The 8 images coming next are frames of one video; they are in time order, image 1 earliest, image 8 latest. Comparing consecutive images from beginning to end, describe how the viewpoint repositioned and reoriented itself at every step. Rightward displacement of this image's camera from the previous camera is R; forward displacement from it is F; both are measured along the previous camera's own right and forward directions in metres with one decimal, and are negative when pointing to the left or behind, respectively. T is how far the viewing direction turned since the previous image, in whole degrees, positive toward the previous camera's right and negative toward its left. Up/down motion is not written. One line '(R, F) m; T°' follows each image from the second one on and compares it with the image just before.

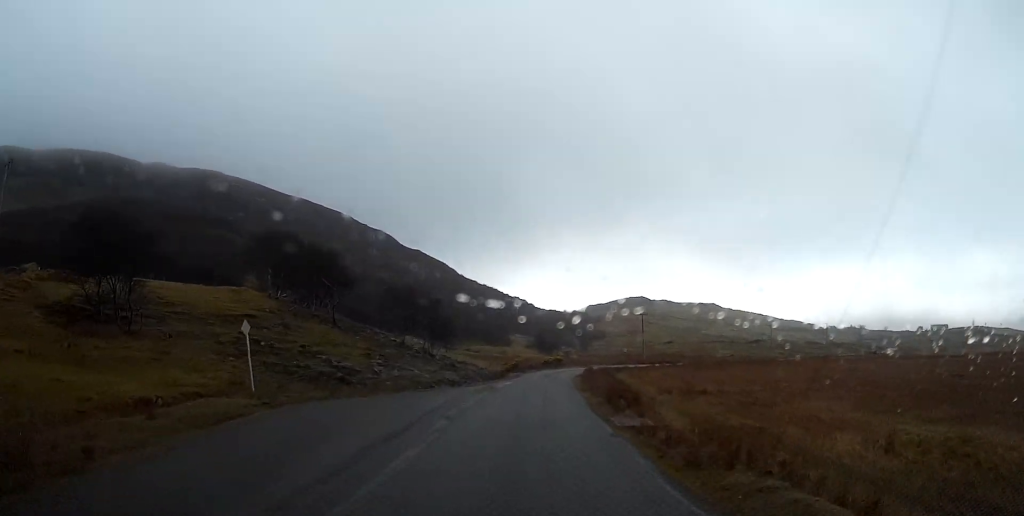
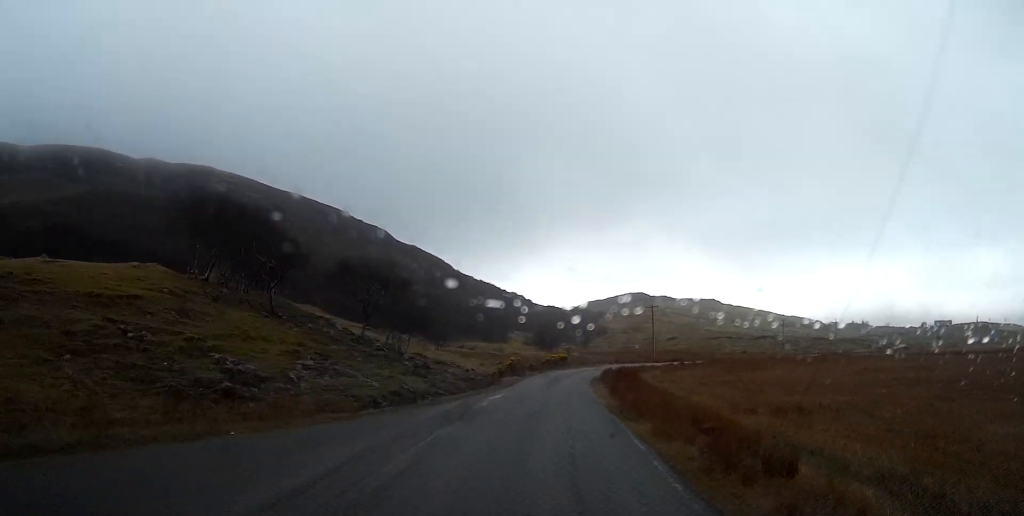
(-0.2, +12.3) m; 0°
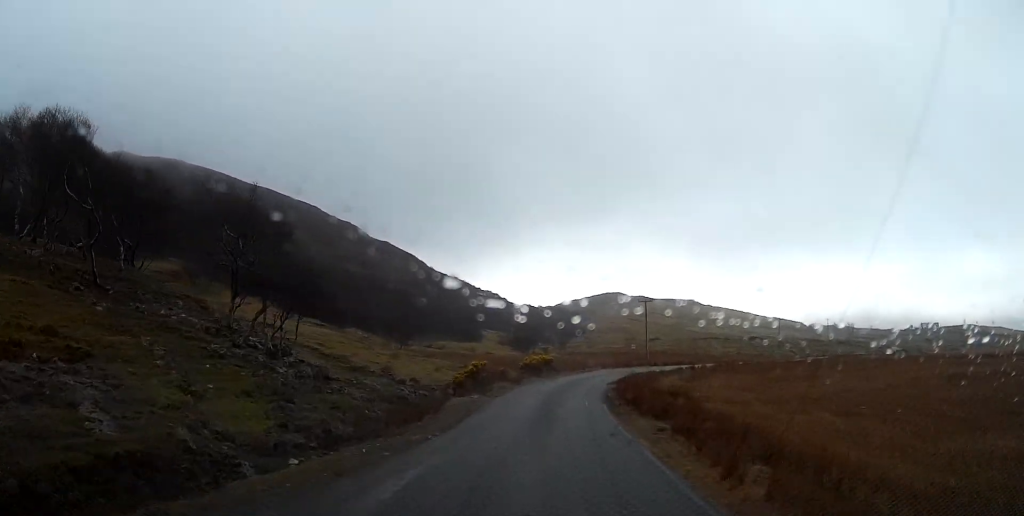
(+0.2, +15.2) m; +2°
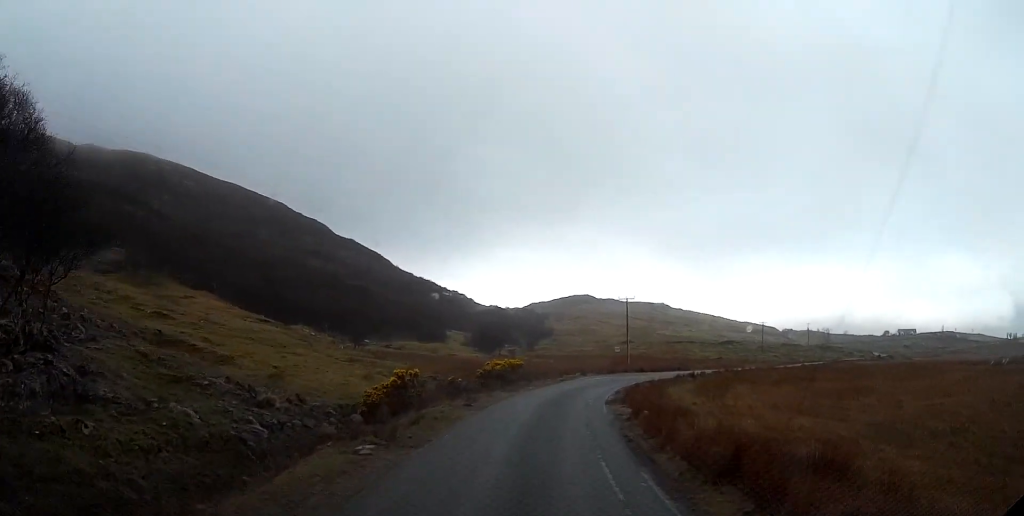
(+0.1, +11.4) m; +2°
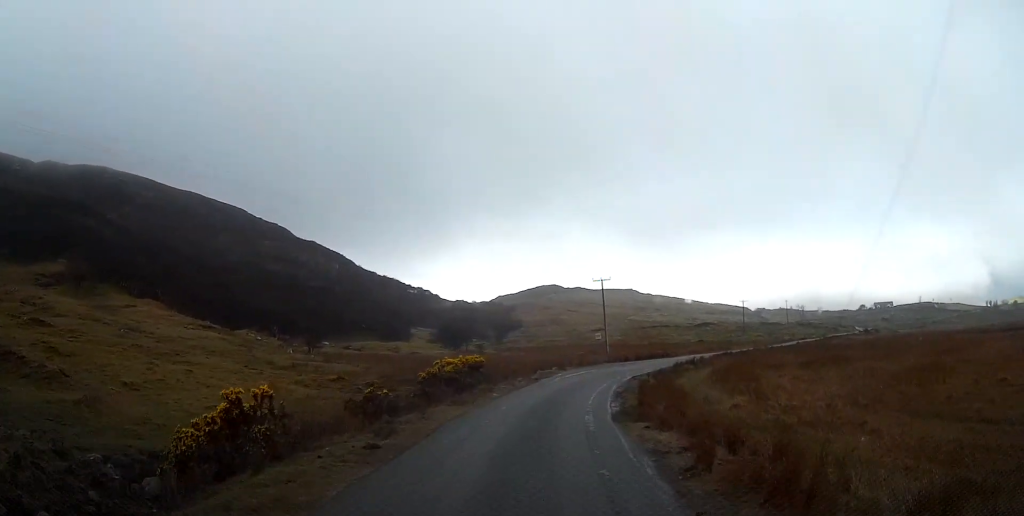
(+0.3, +9.0) m; +2°
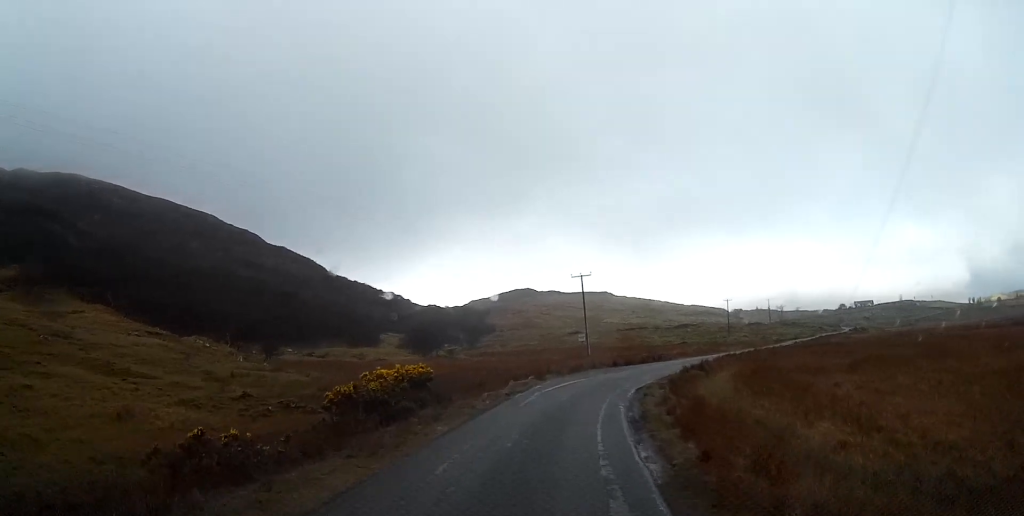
(+0.1, +8.0) m; +2°
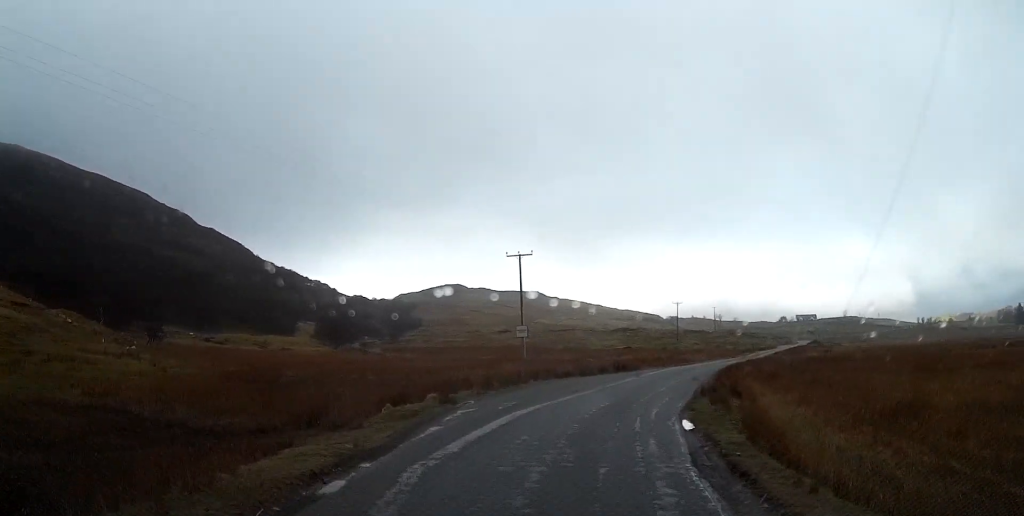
(+0.5, +15.6) m; +5°
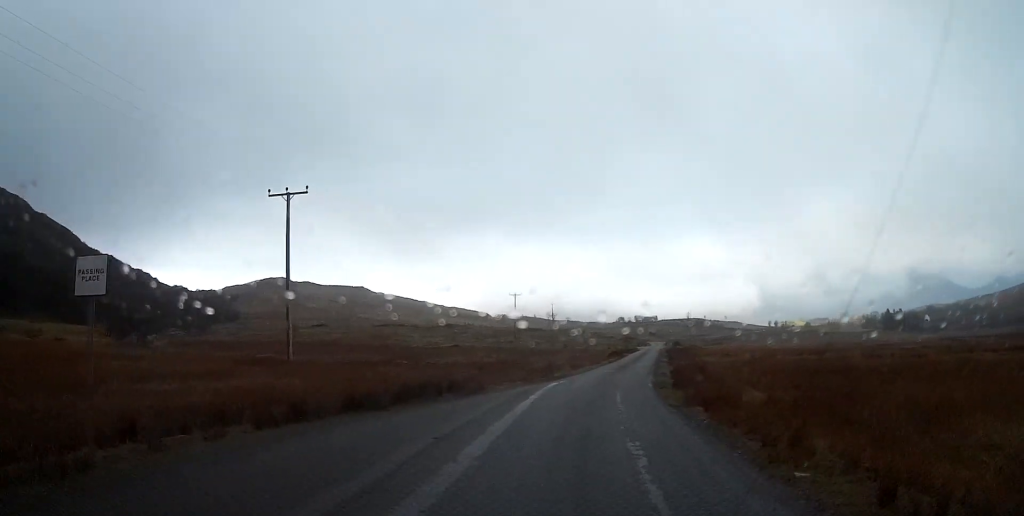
(+2.1, +21.5) m; +12°
